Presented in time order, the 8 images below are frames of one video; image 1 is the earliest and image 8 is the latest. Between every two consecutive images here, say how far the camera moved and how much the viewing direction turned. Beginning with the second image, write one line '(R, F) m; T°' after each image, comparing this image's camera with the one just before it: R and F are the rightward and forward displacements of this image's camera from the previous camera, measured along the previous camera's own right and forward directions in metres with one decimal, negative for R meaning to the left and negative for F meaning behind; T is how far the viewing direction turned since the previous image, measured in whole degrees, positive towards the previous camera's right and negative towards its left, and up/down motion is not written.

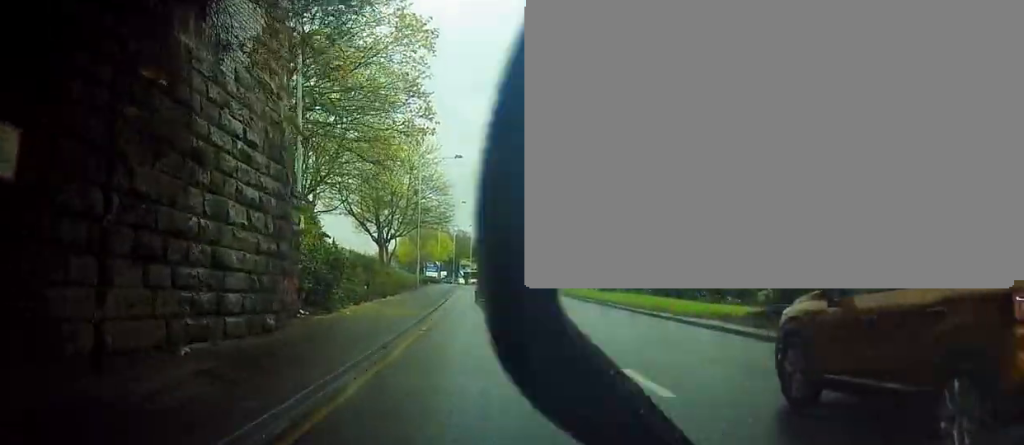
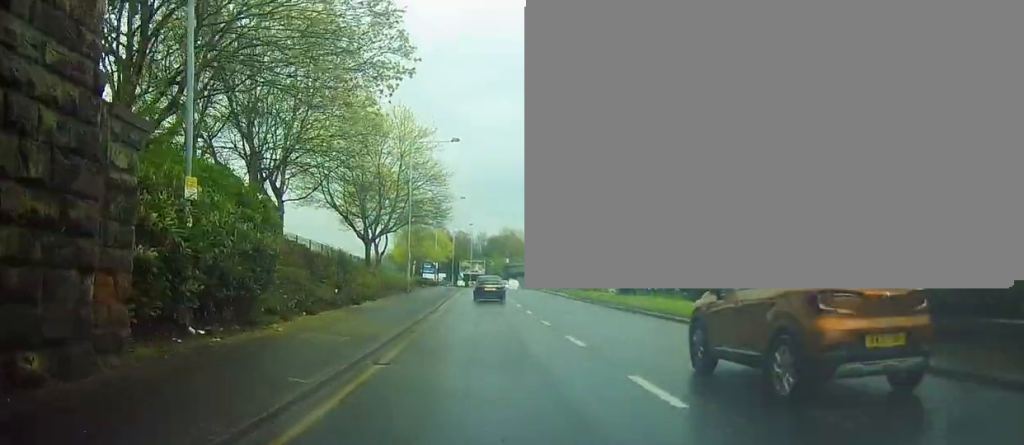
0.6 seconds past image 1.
(0.0, +6.8) m; 0°
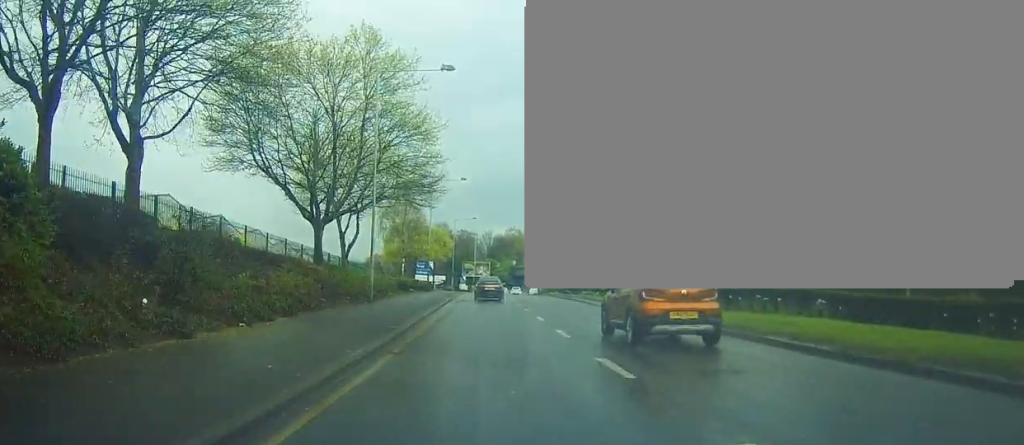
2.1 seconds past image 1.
(+0.1, +15.9) m; +1°
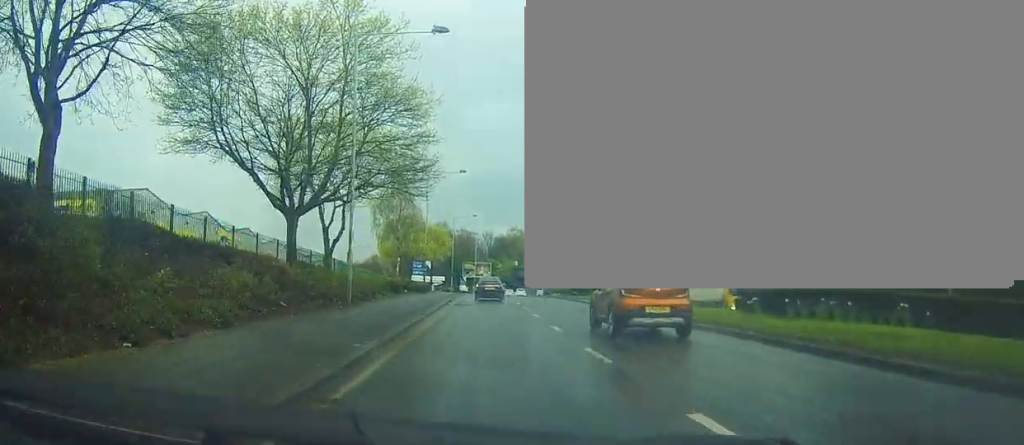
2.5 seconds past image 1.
(0.0, +4.7) m; 0°
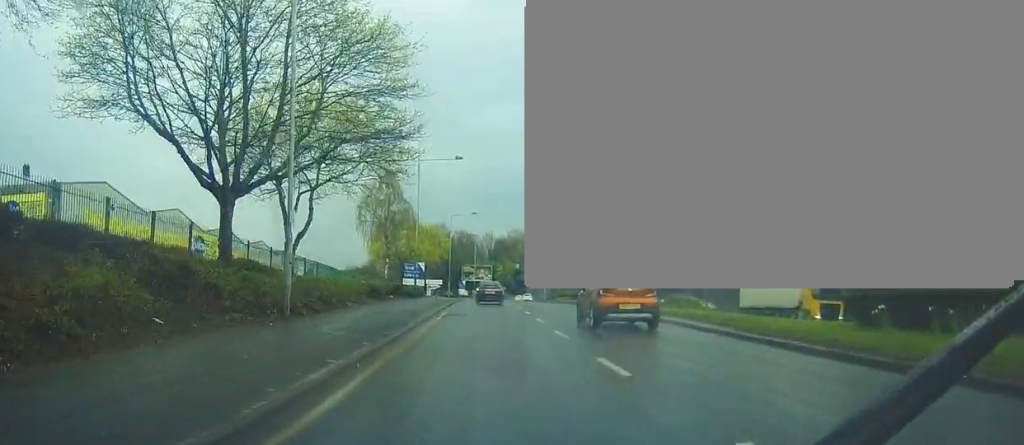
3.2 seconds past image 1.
(+0.2, +7.3) m; 0°
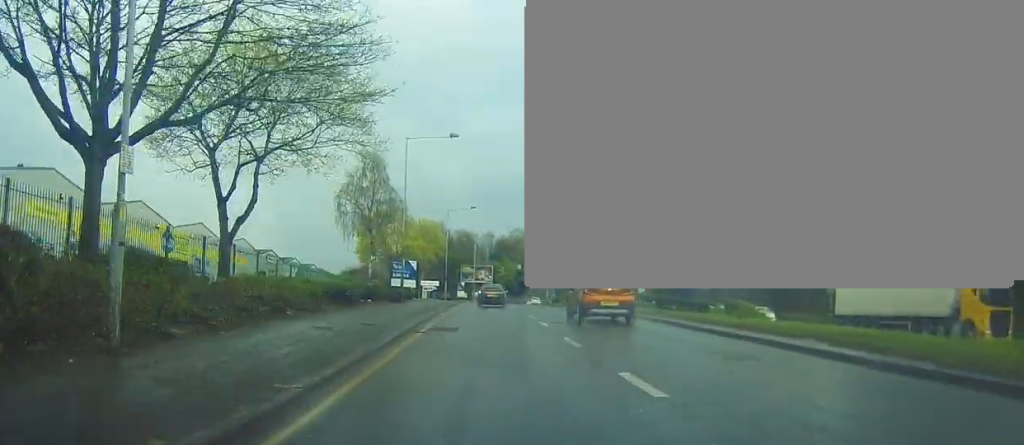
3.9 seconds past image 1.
(-0.1, +7.9) m; 0°
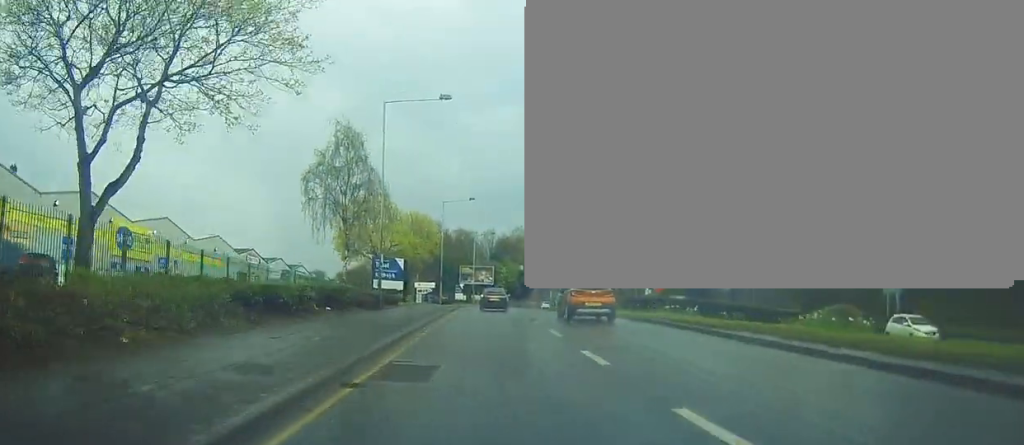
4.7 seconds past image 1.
(0.0, +8.8) m; 0°
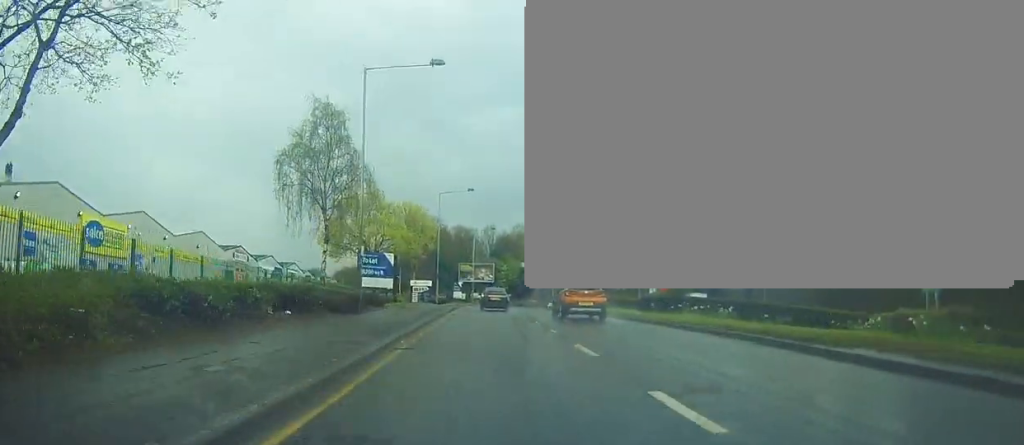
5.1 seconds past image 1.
(0.0, +5.0) m; 0°
